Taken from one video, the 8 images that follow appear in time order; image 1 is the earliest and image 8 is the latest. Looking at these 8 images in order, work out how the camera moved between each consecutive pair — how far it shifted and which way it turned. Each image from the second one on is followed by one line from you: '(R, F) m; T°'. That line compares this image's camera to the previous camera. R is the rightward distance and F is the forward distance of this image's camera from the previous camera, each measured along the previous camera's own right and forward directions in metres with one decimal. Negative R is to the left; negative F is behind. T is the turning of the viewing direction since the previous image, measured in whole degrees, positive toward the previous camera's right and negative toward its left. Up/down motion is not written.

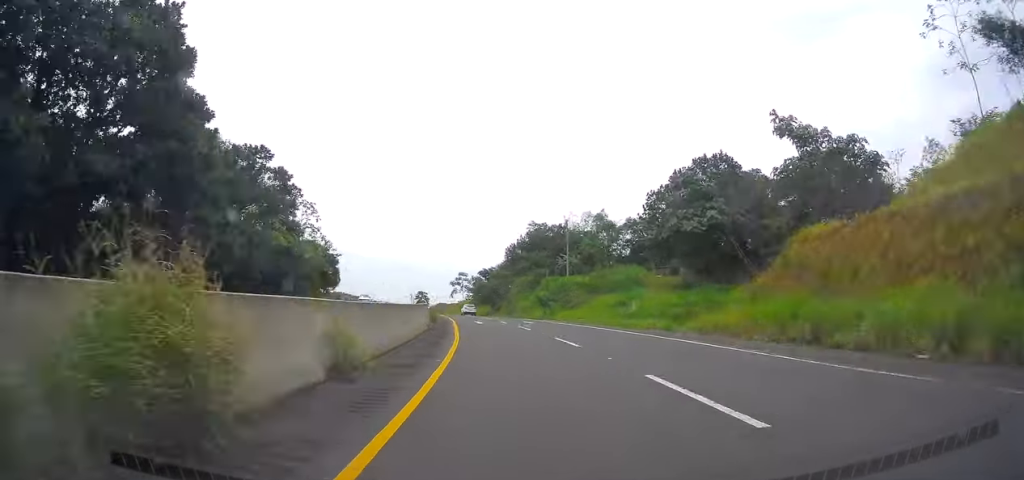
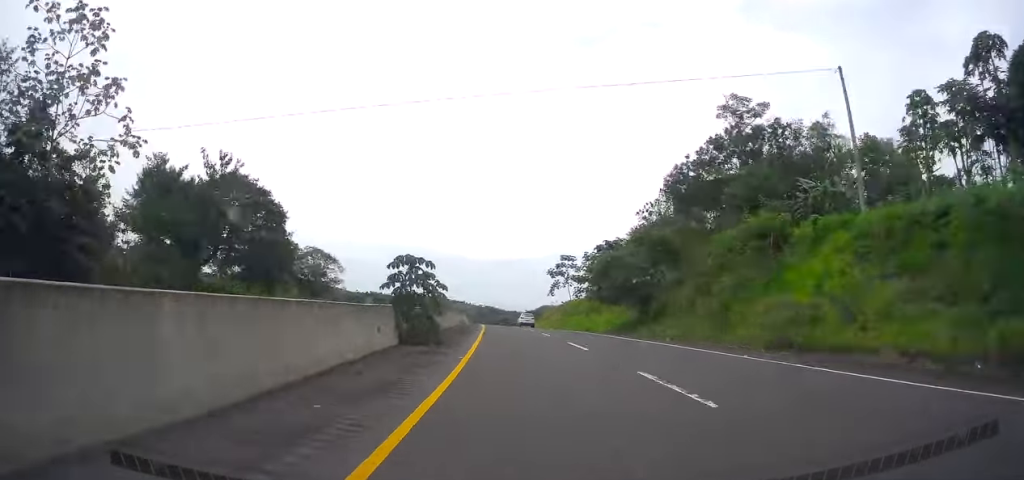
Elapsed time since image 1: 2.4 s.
(-5.1, +60.0) m; -10°
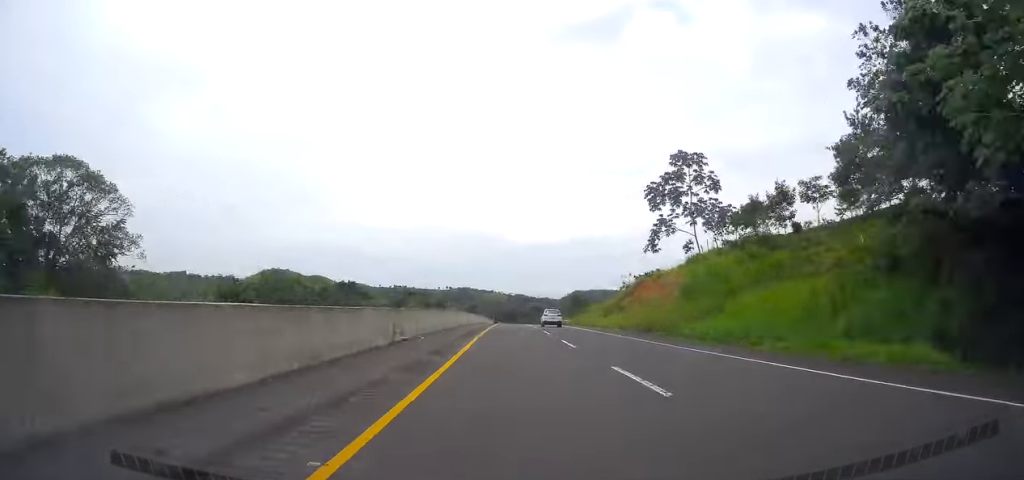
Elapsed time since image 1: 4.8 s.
(-4.5, +60.8) m; -5°
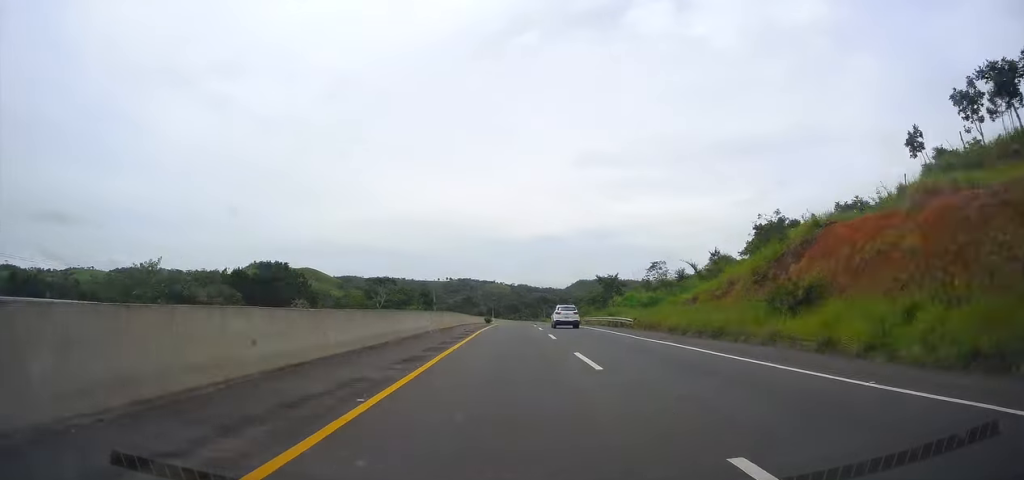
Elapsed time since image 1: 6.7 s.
(-0.4, +47.1) m; 0°
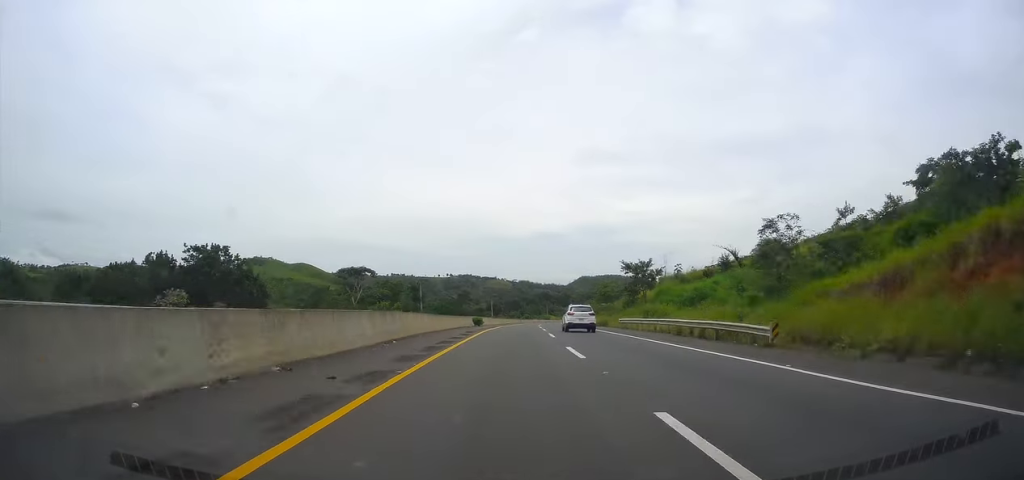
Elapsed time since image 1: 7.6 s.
(0.0, +23.7) m; 0°
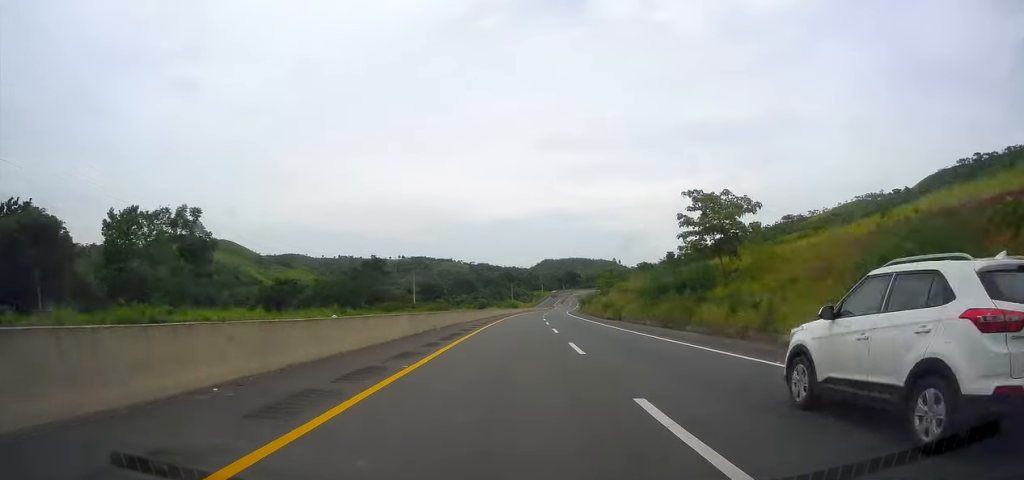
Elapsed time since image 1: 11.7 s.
(+2.6, +109.8) m; +4°
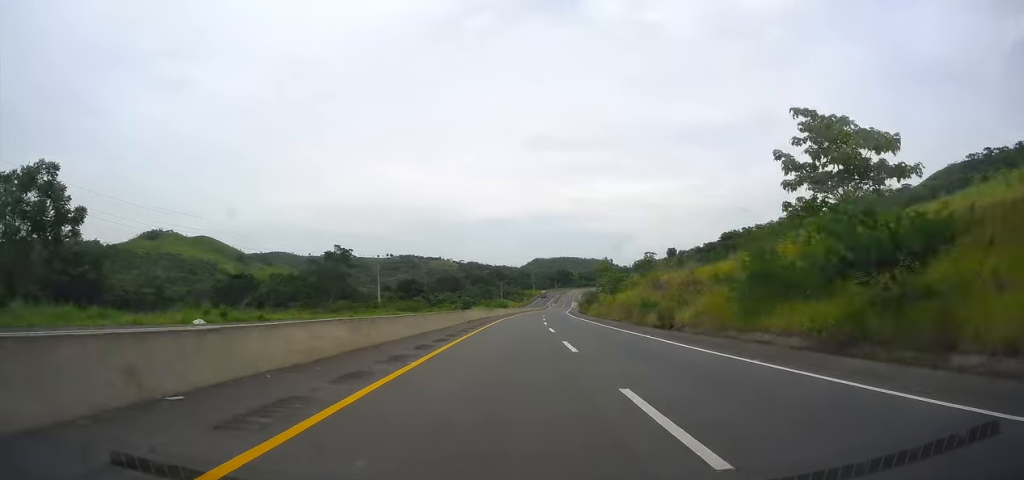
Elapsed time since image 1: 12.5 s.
(+0.3, +23.5) m; +1°
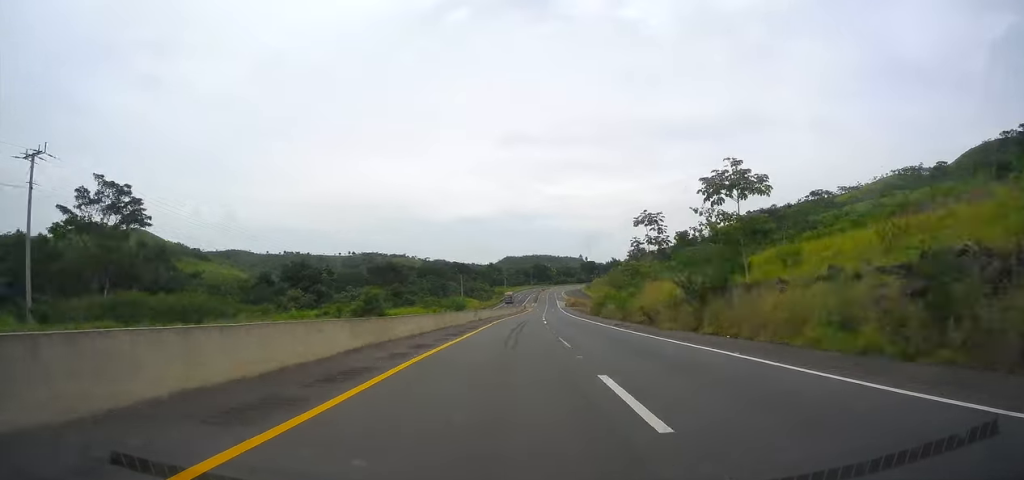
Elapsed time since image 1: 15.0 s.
(+1.3, +71.8) m; +3°
